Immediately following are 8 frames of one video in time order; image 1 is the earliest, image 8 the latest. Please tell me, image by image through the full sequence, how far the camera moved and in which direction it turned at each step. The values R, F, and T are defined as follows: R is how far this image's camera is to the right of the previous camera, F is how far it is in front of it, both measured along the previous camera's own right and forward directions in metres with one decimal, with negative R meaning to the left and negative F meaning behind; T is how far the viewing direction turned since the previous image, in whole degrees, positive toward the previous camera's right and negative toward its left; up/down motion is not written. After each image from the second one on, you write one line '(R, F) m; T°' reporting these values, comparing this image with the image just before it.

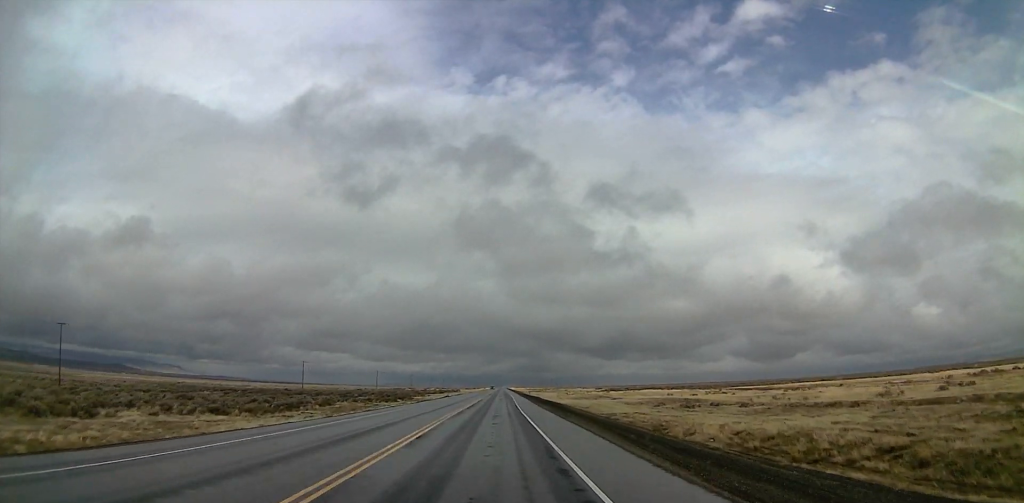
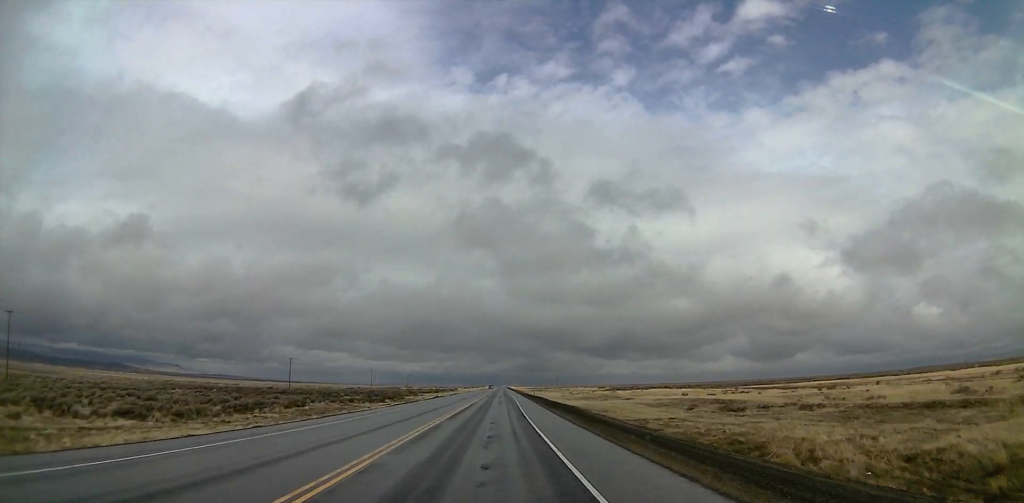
(0.0, +12.8) m; 0°
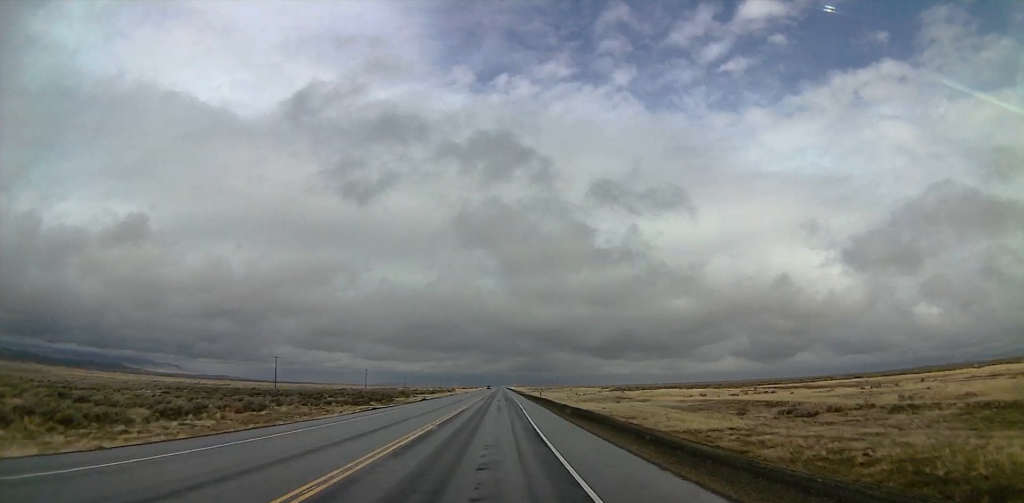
(0.0, +12.9) m; 0°
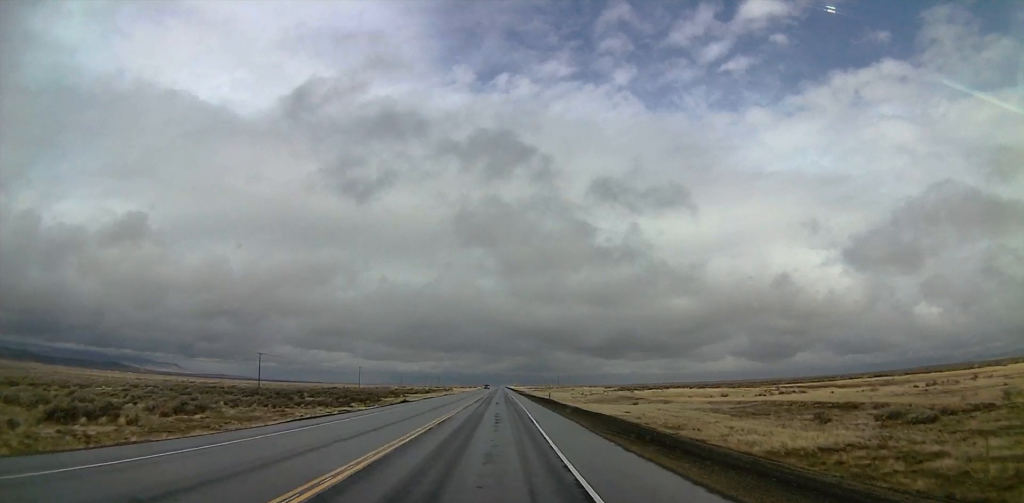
(0.0, +13.0) m; 0°
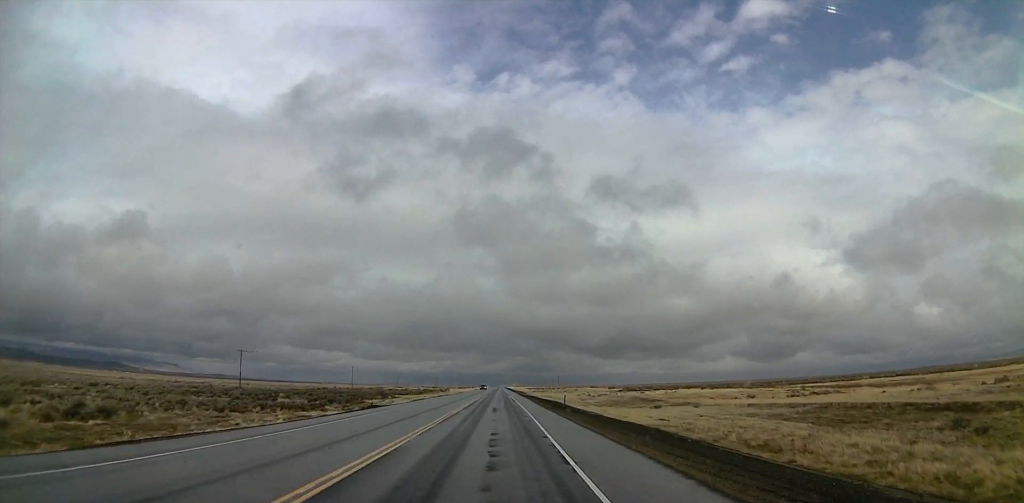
(-0.2, +13.1) m; +1°
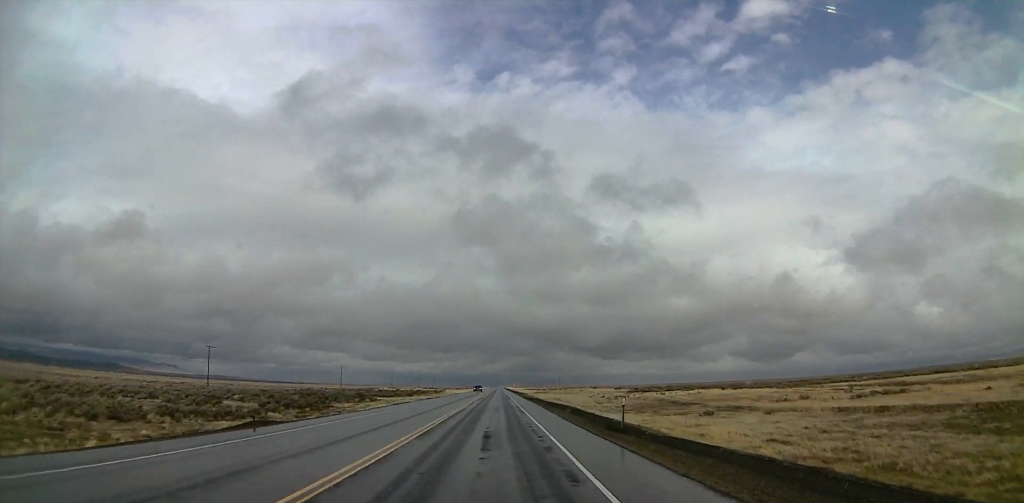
(+0.4, +19.3) m; +1°
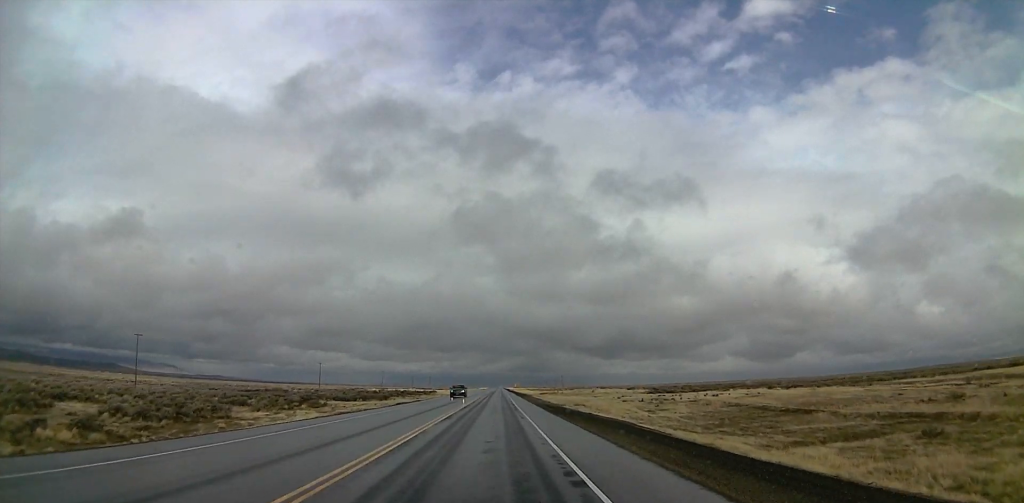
(-0.1, +32.6) m; -2°
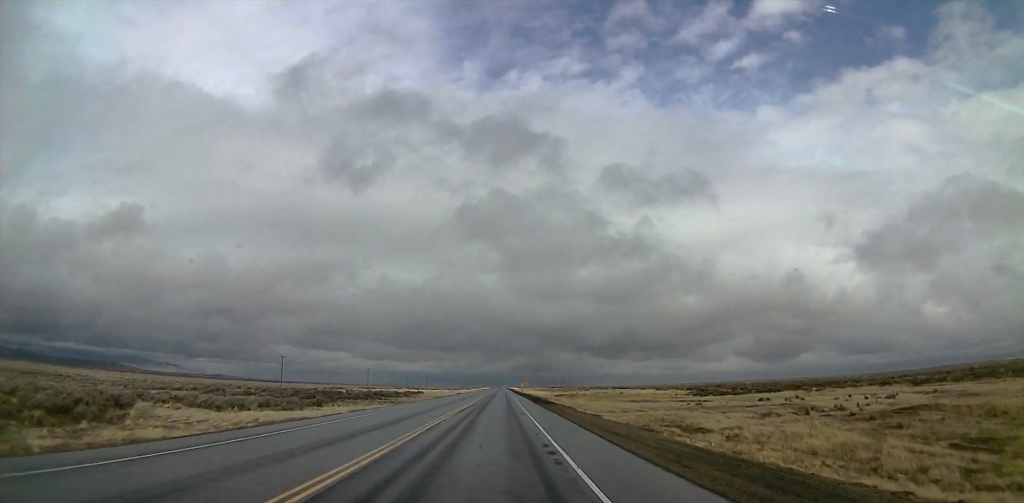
(-0.7, +46.7) m; -1°
